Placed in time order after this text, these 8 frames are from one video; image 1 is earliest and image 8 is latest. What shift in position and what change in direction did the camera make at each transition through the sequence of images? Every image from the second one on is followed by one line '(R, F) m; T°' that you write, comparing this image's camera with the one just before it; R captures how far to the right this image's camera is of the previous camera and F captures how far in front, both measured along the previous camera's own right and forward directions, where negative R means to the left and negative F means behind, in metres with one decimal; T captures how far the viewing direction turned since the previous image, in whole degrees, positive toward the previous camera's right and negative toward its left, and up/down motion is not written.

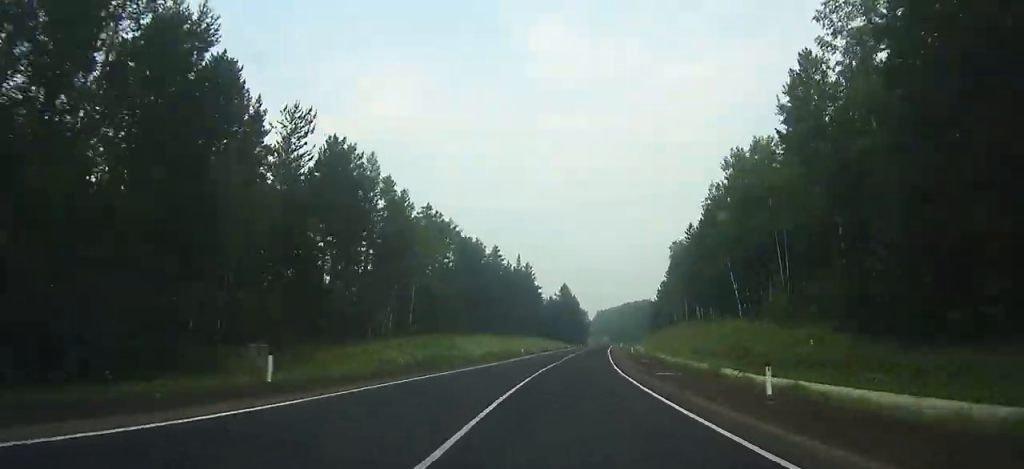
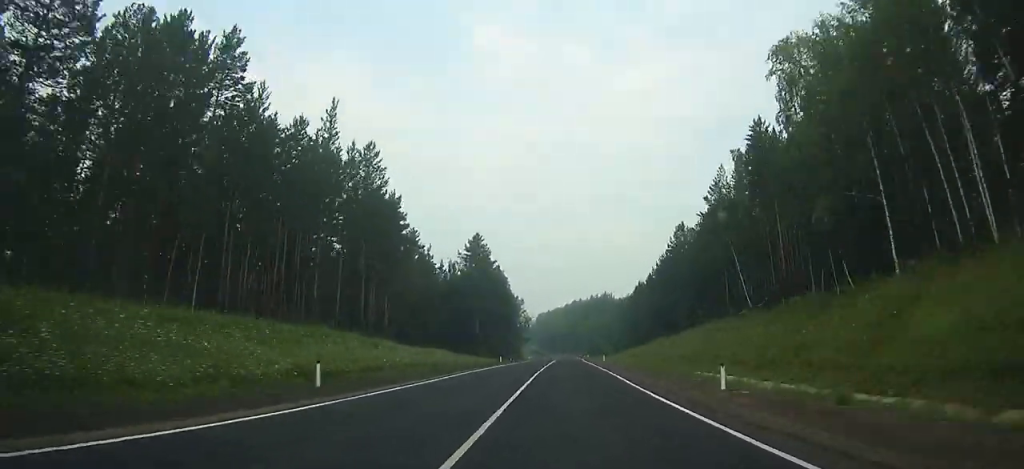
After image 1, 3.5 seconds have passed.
(+7.6, +97.0) m; +6°
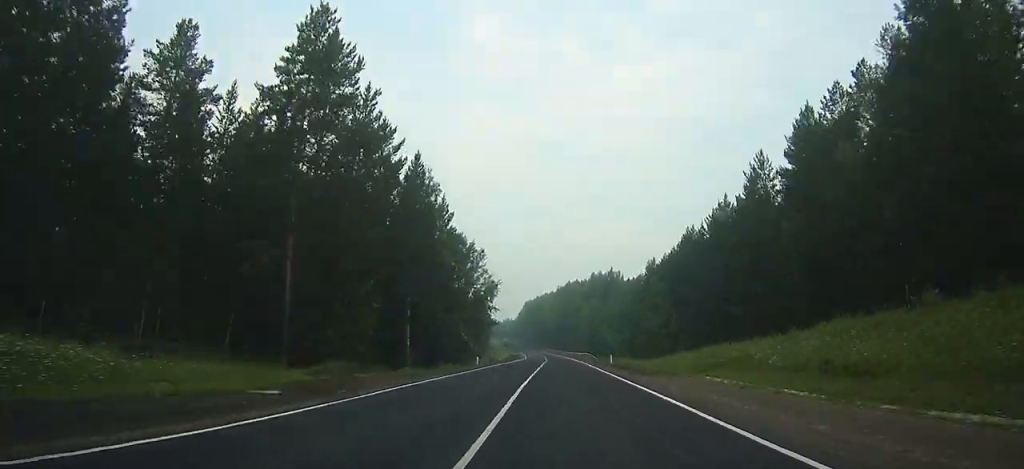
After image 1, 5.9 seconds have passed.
(+1.3, +65.0) m; +1°
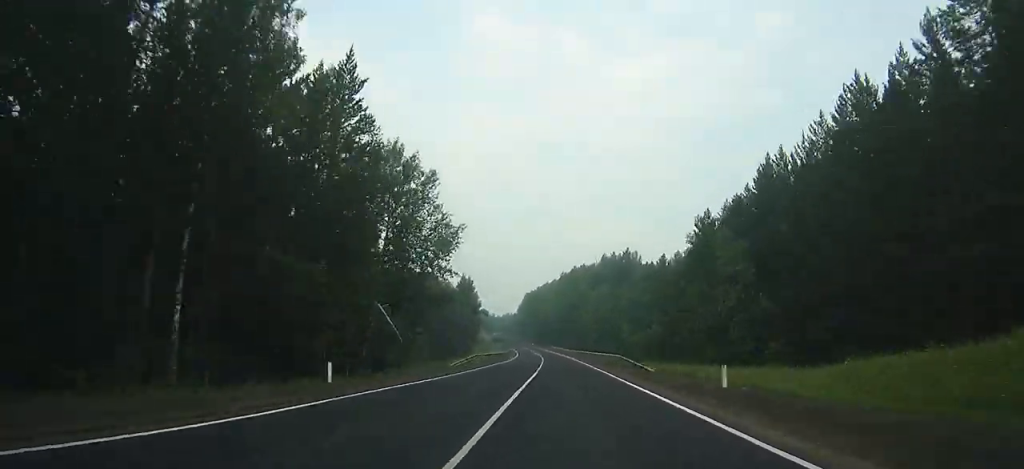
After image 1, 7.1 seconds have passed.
(0.0, +31.7) m; -1°
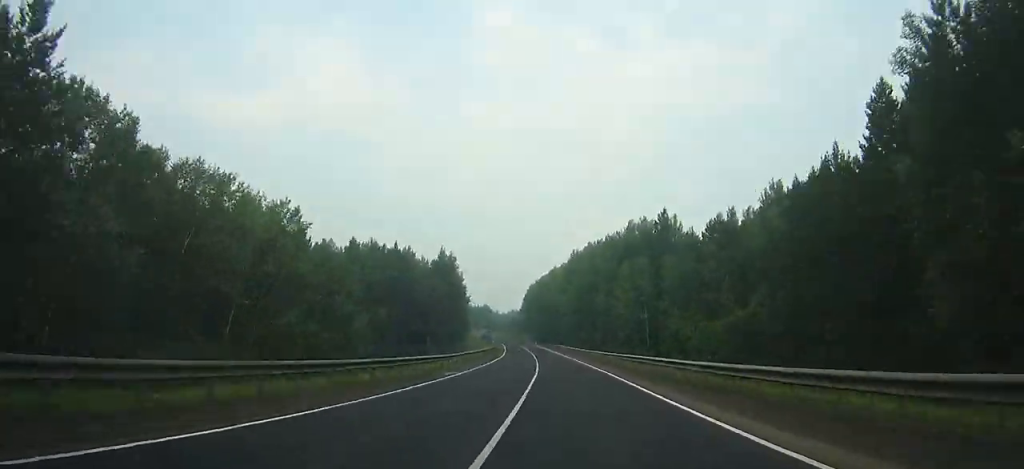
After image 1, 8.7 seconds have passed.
(+0.2, +42.3) m; -1°
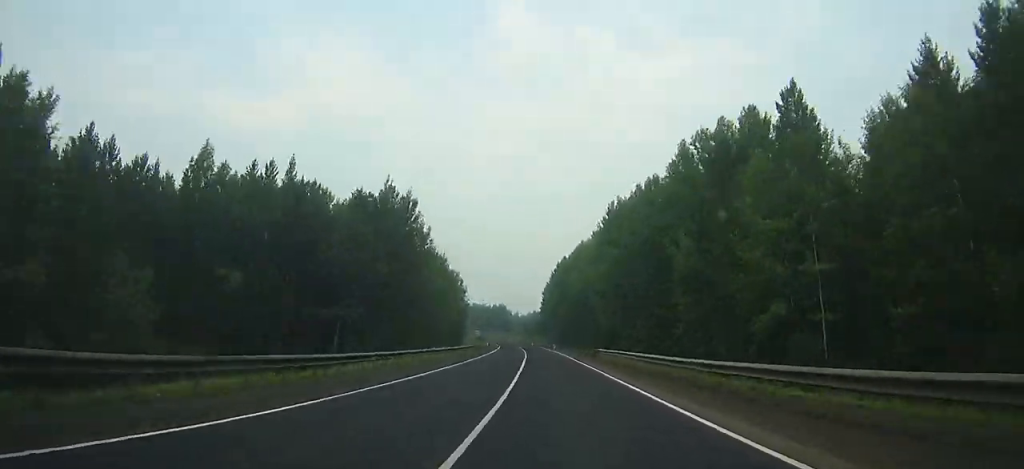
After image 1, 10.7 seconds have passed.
(-1.1, +52.6) m; -2°
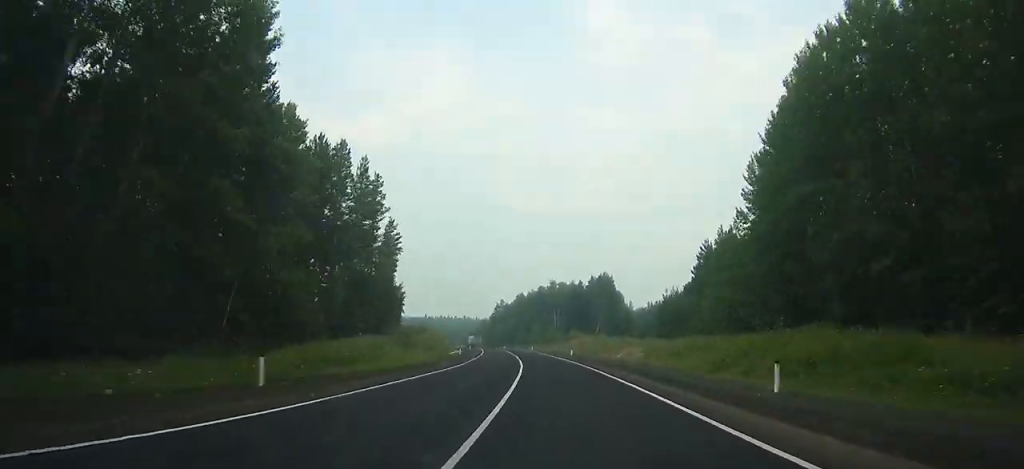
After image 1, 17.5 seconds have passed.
(-14.4, +185.5) m; -10°
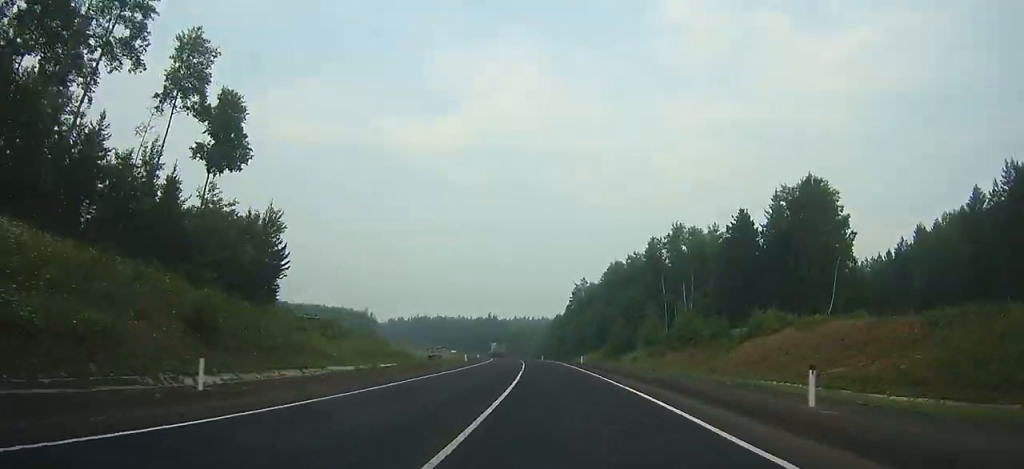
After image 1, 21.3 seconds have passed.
(-7.2, +97.3) m; -8°
